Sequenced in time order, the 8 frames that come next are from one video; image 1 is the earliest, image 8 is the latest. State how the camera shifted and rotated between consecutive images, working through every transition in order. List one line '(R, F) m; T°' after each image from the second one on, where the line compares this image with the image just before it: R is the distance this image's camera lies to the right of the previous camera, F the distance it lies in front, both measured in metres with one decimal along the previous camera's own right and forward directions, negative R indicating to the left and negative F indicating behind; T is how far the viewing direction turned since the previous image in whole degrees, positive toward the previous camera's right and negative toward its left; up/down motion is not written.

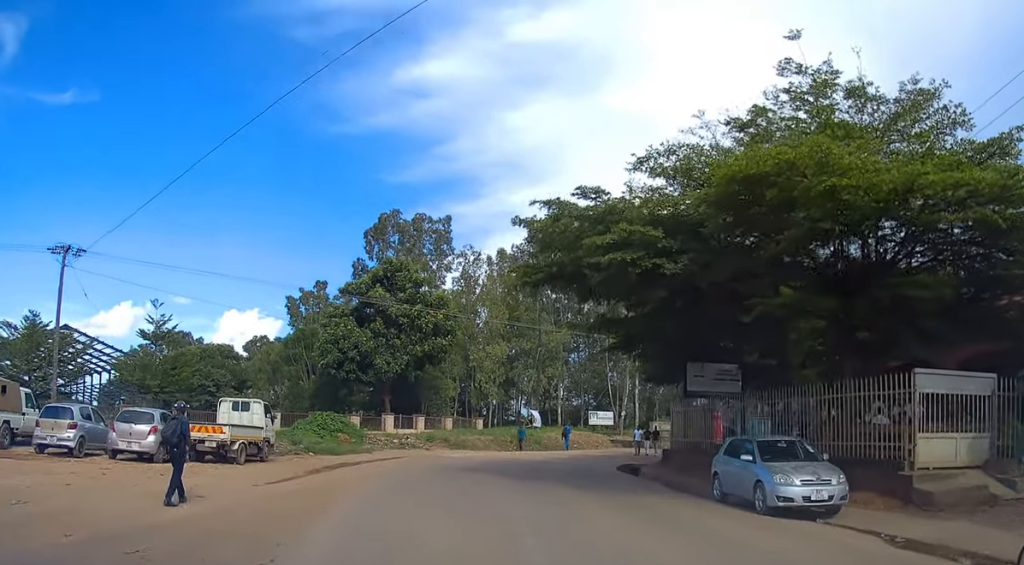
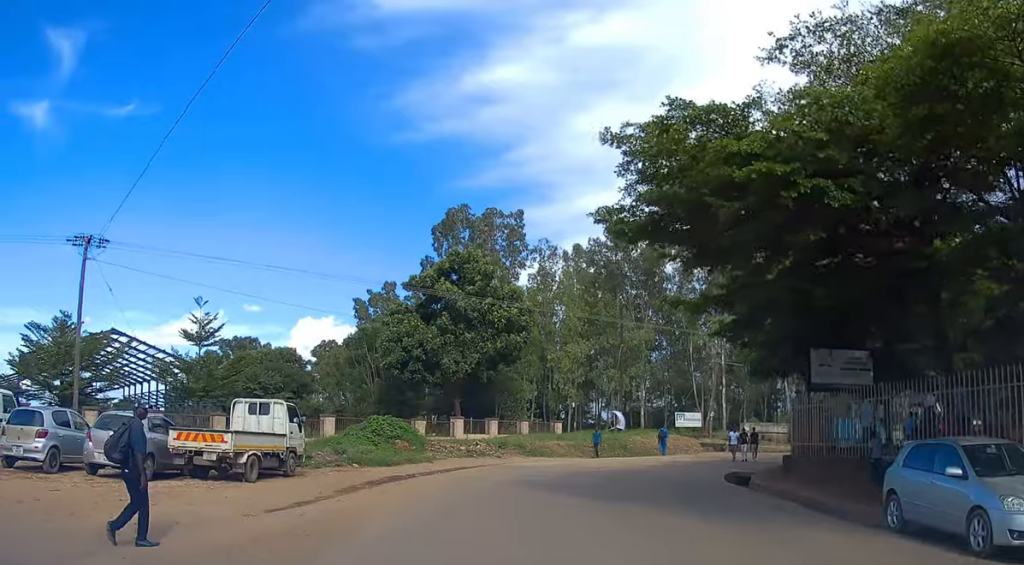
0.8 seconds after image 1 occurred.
(-0.1, +4.5) m; -4°
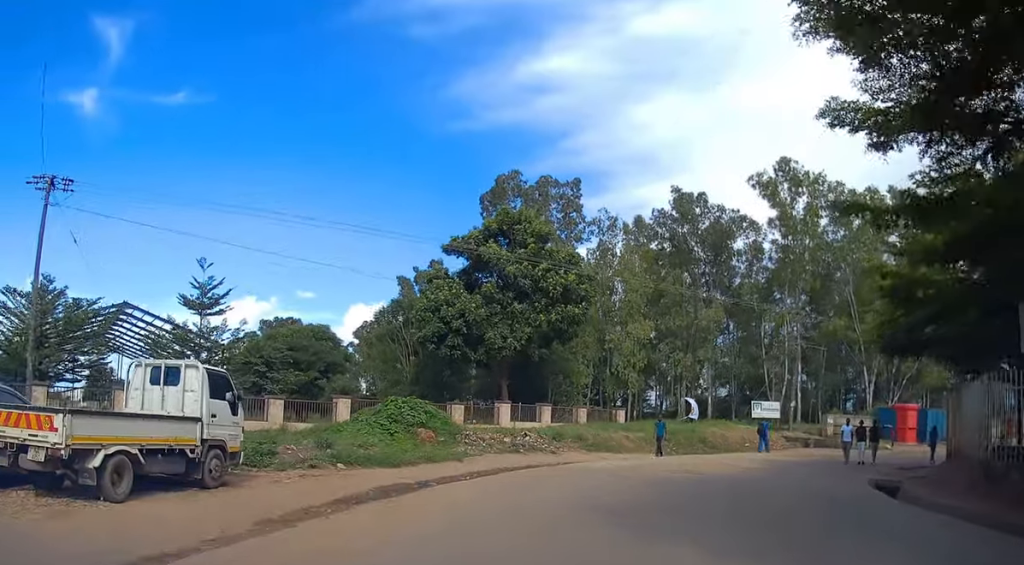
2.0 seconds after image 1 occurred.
(-0.3, +7.1) m; -2°
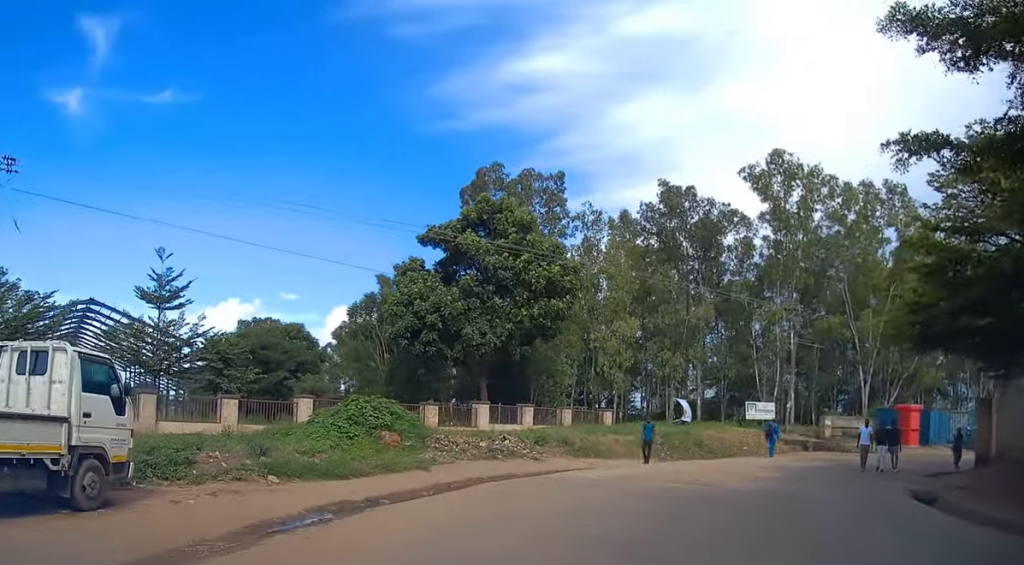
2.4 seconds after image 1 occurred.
(0.0, +2.9) m; 0°
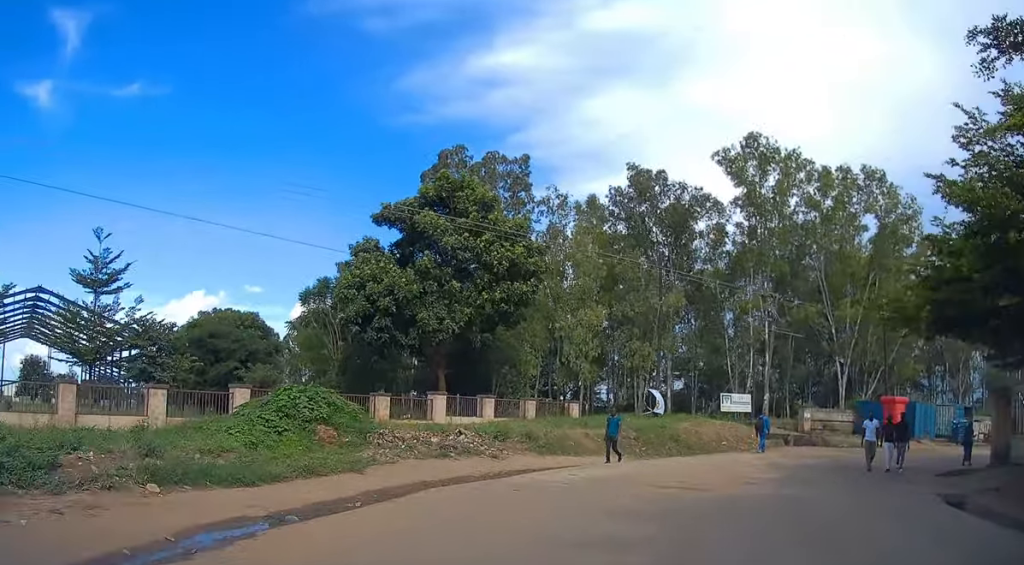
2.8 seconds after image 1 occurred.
(0.0, +2.8) m; 0°
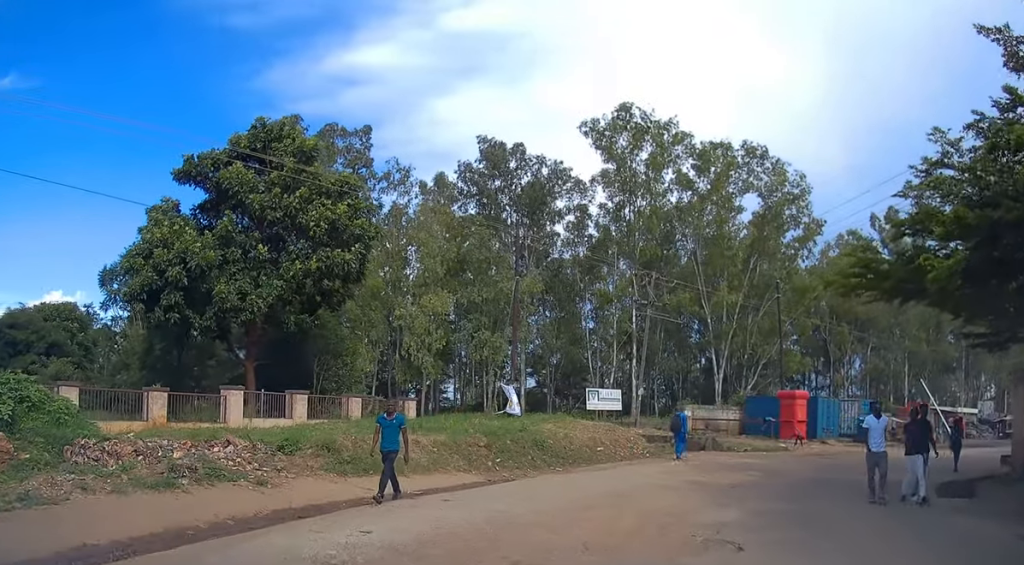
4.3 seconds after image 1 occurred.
(+0.5, +8.4) m; +13°
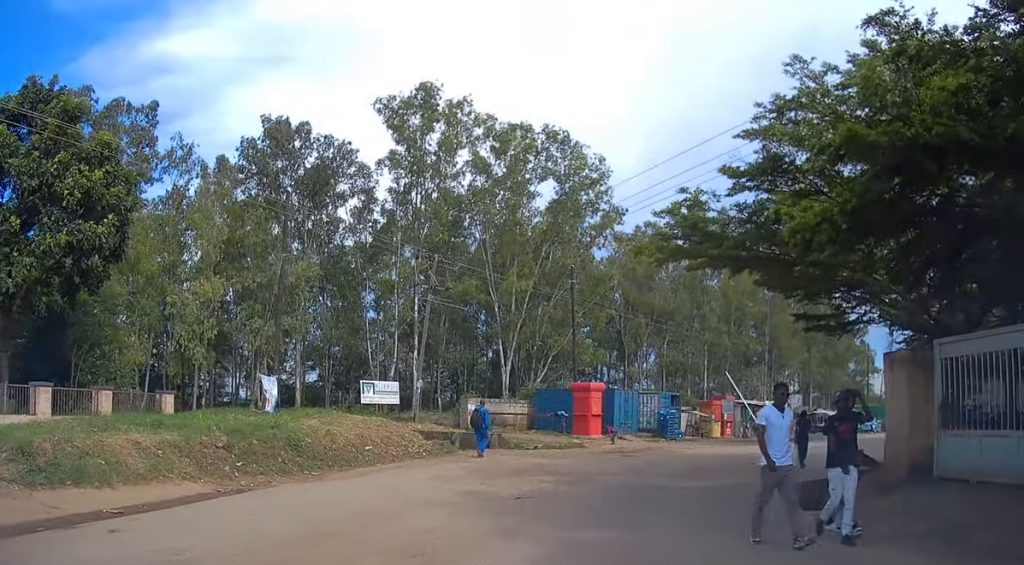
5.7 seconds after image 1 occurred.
(+0.8, +4.1) m; +18°
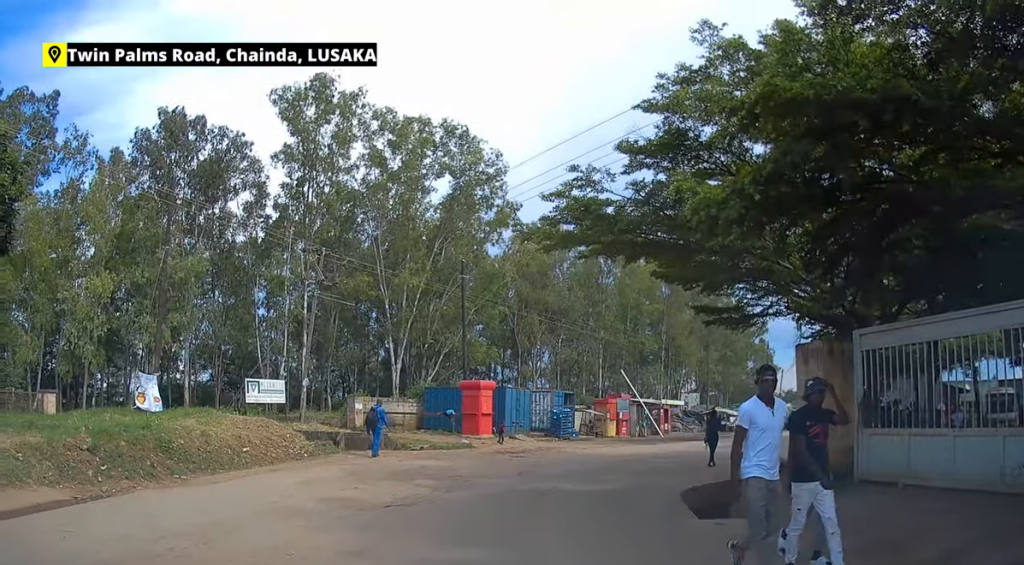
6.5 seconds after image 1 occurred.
(-0.1, +1.4) m; +9°
